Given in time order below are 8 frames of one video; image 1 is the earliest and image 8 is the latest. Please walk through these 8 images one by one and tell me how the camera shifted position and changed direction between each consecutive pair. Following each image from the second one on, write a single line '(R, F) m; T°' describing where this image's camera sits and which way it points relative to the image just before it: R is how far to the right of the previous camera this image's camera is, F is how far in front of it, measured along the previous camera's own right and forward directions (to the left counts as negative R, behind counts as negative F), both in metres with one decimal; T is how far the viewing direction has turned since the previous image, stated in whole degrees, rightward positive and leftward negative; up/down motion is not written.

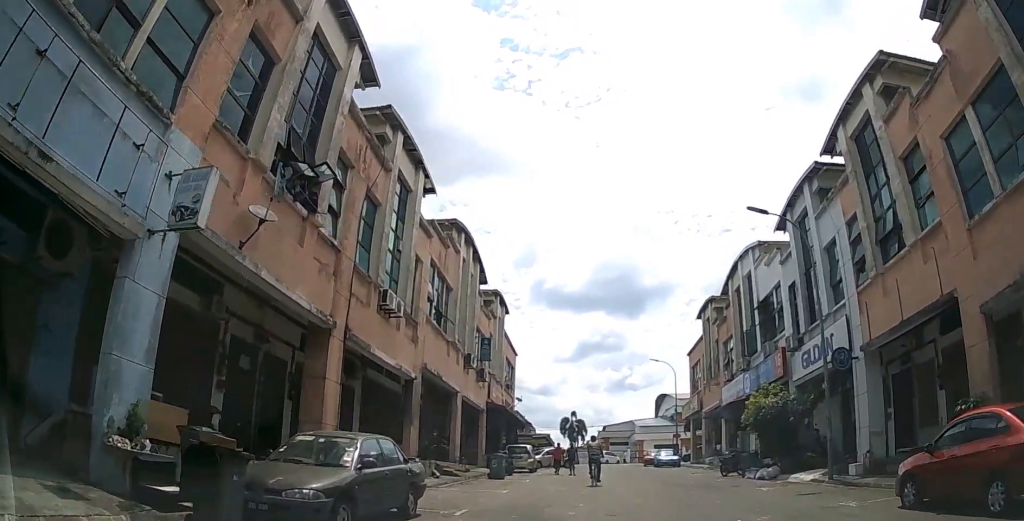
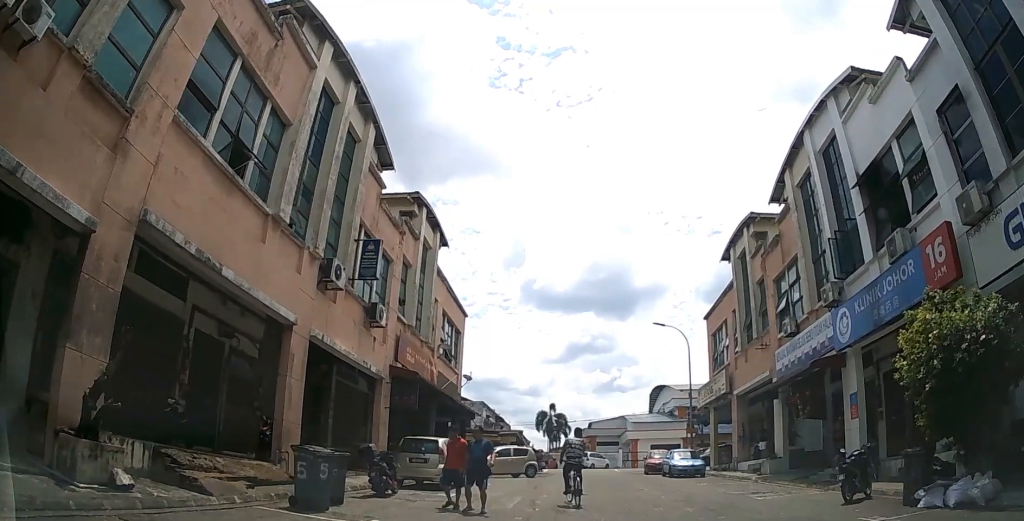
(+0.9, +14.9) m; +6°
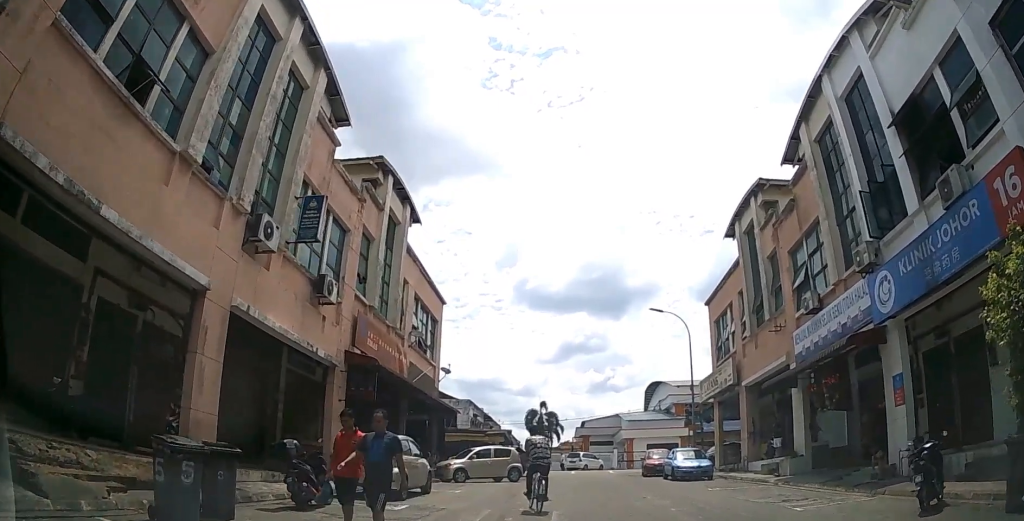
(0.0, +3.5) m; -2°
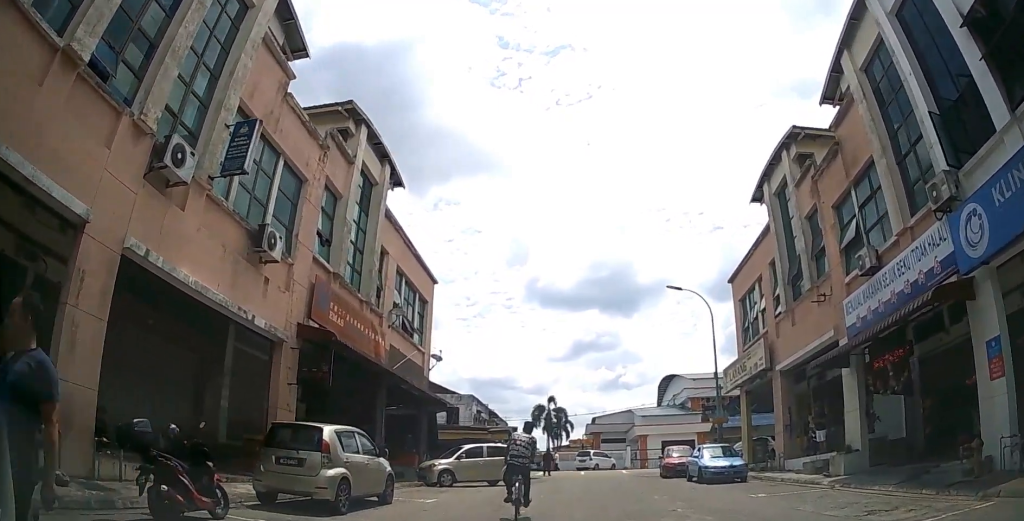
(-0.1, +3.9) m; -1°
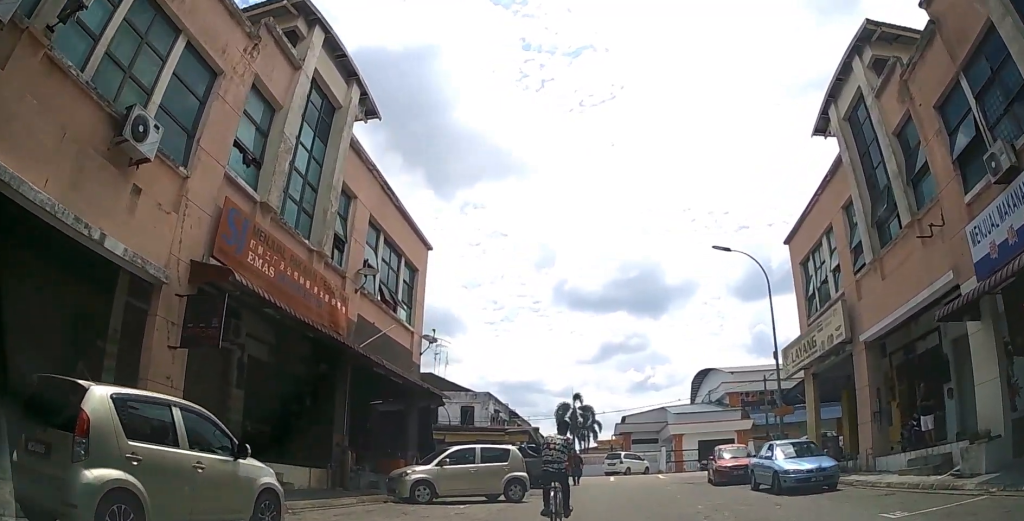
(-0.1, +5.9) m; -1°
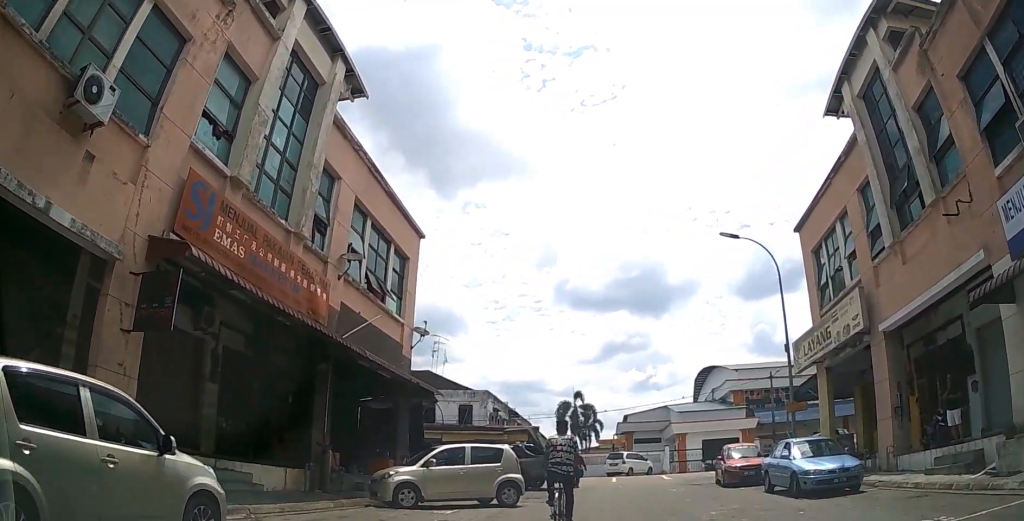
(0.0, +1.3) m; 0°
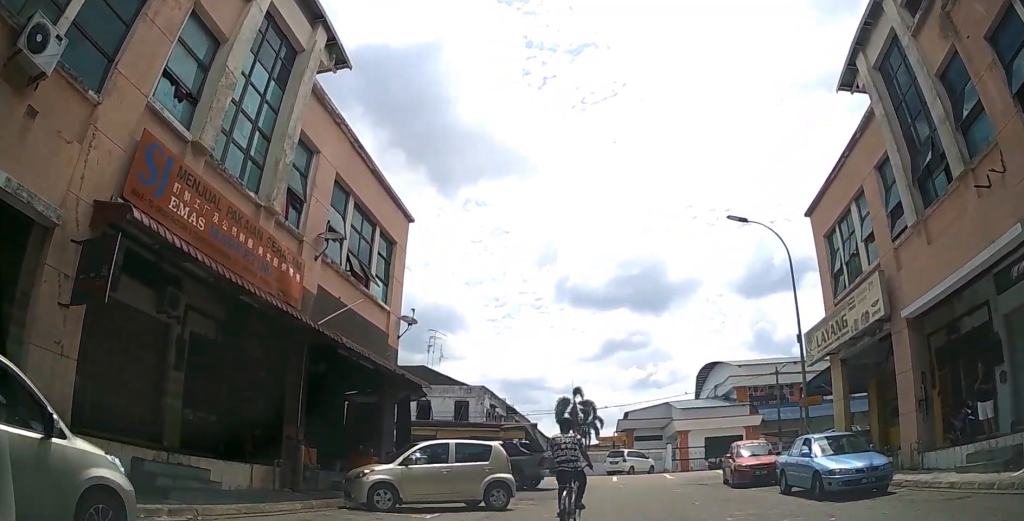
(0.0, +1.4) m; 0°
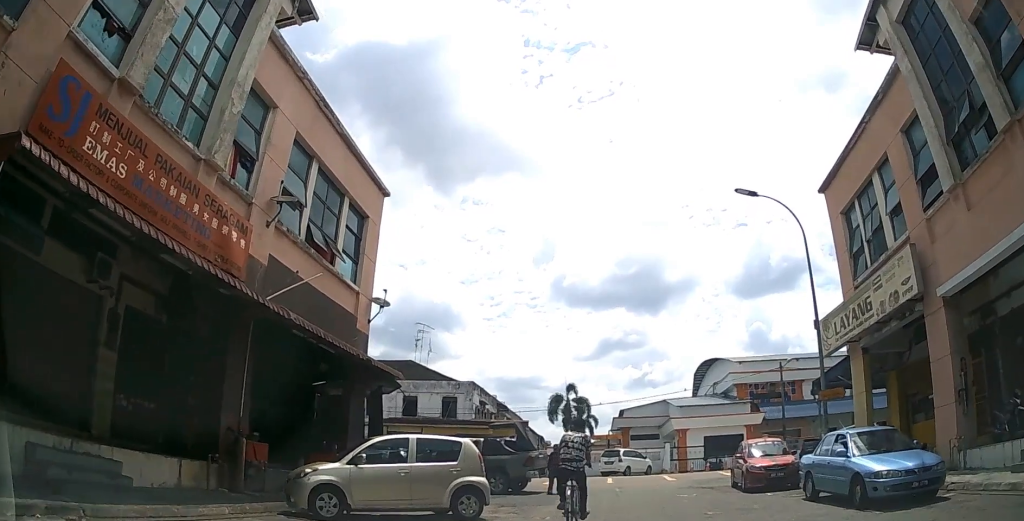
(0.0, +2.2) m; +1°
